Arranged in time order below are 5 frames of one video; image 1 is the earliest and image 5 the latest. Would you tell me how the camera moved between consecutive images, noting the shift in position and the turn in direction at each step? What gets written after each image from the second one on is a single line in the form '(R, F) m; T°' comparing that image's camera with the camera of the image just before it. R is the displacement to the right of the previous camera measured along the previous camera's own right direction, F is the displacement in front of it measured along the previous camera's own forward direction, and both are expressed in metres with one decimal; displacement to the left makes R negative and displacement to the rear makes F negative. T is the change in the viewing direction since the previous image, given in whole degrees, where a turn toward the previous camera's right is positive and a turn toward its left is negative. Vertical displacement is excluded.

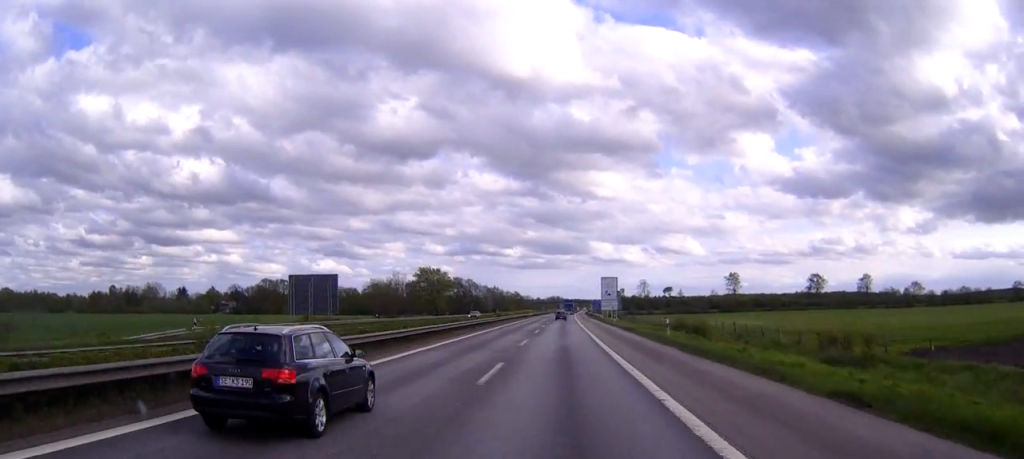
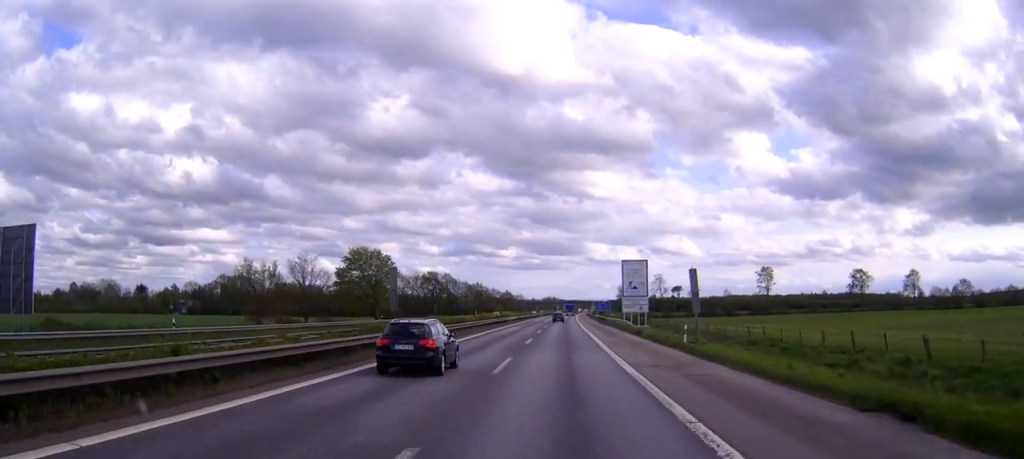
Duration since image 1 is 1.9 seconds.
(+0.3, +50.1) m; +1°
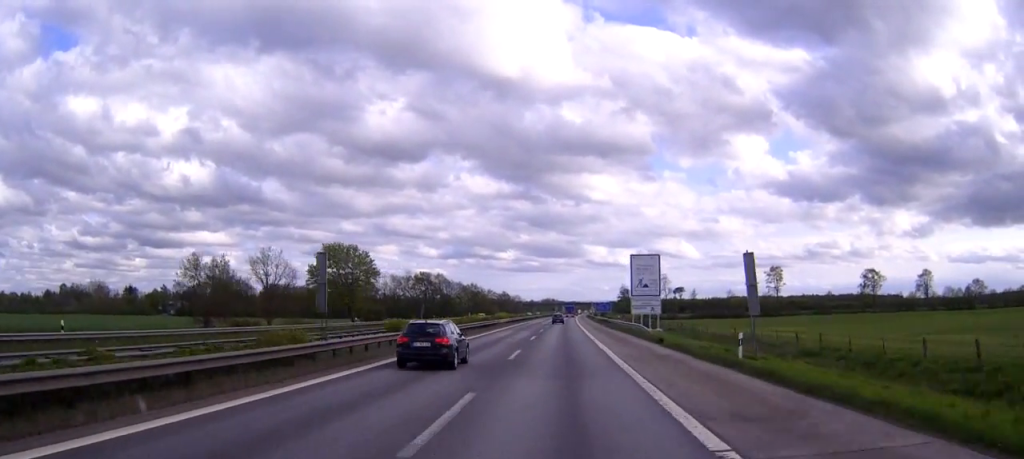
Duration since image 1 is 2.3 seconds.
(0.0, +11.6) m; 0°
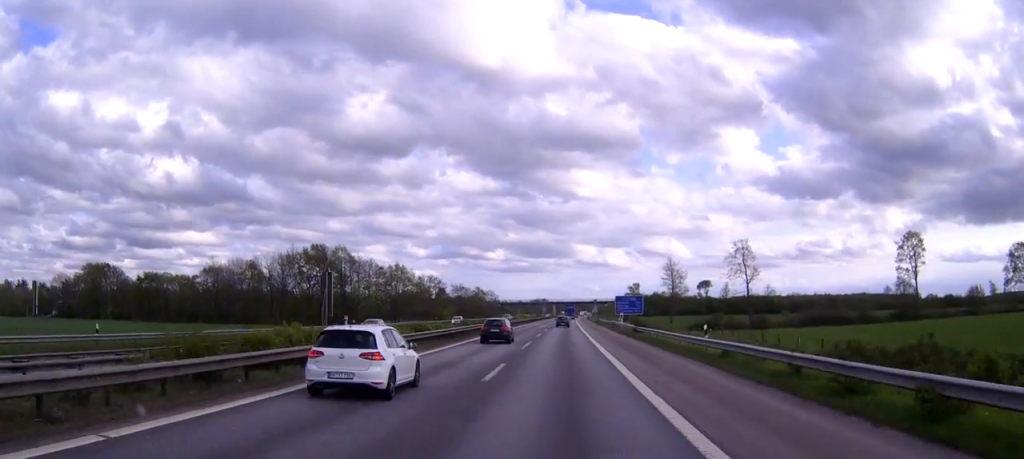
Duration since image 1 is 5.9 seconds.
(+0.5, +96.8) m; +1°
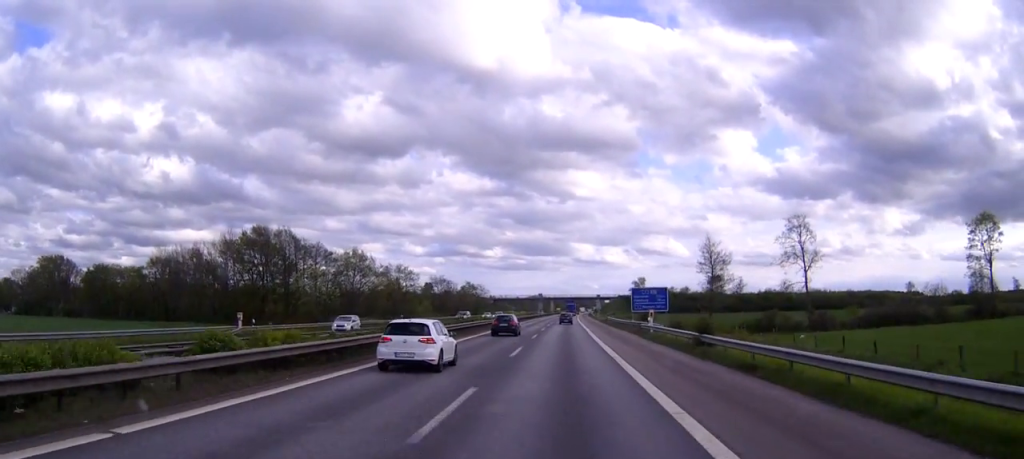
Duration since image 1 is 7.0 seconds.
(+0.1, +27.4) m; 0°
